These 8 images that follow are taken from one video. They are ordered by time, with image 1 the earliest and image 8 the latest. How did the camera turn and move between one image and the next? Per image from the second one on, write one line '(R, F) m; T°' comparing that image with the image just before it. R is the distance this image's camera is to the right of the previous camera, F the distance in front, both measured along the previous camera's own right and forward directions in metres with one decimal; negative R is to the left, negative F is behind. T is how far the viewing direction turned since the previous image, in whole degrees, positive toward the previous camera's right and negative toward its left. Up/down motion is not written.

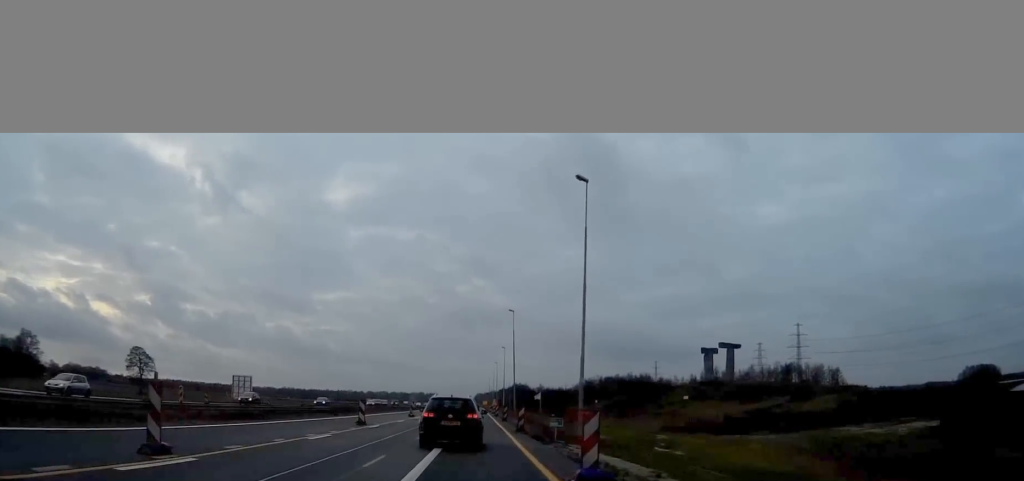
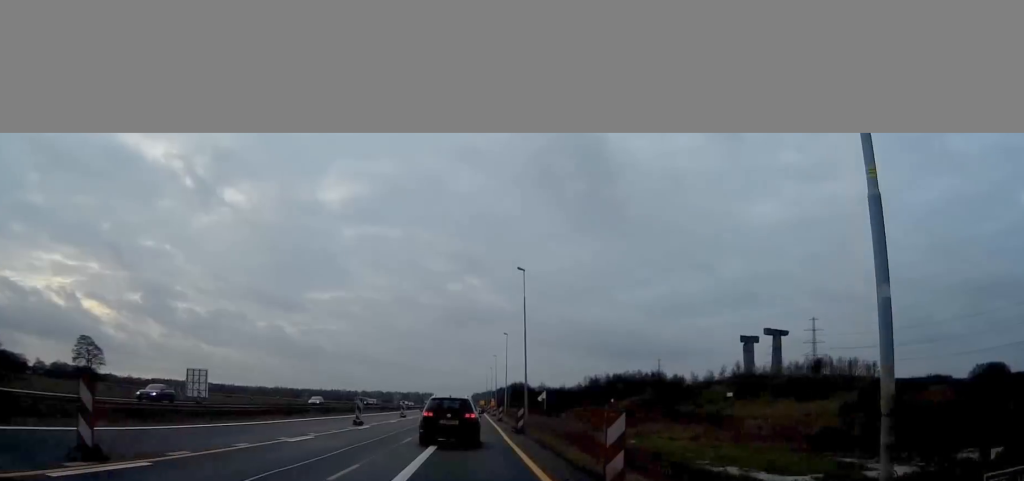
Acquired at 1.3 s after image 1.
(+0.3, +25.2) m; 0°
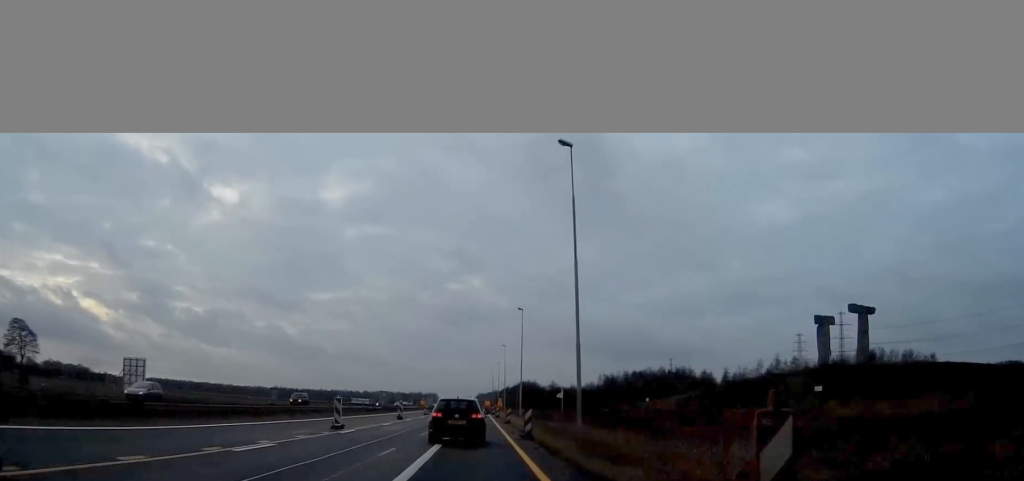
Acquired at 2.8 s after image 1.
(-0.3, +28.5) m; -1°
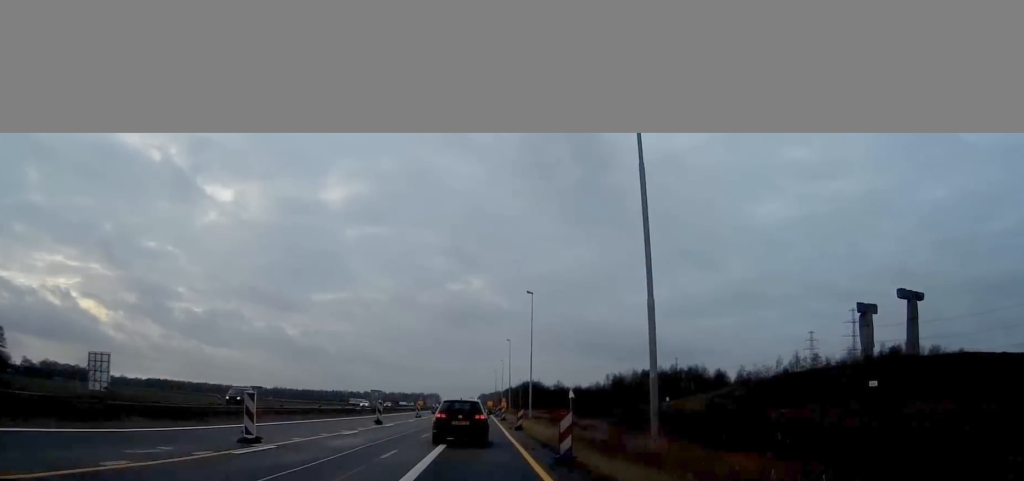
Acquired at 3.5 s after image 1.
(0.0, +12.1) m; 0°
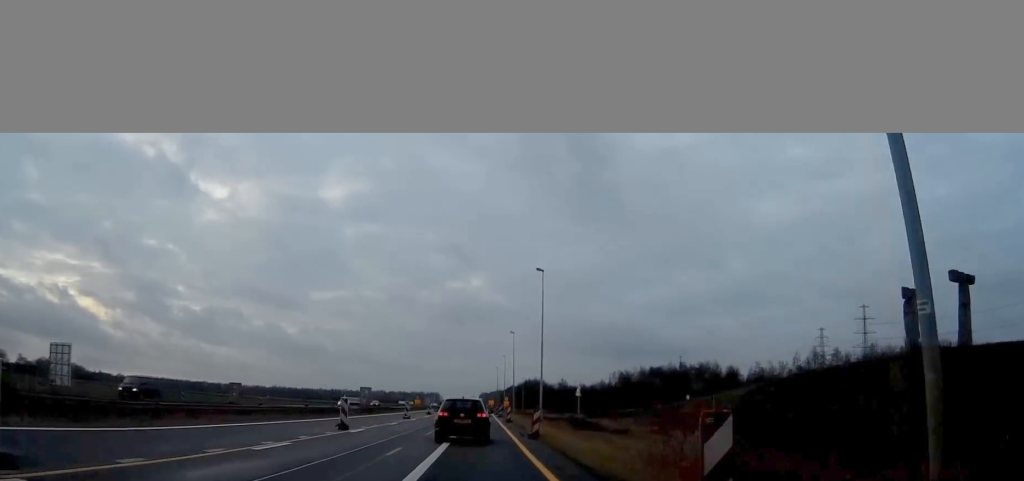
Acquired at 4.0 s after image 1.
(0.0, +10.8) m; 0°
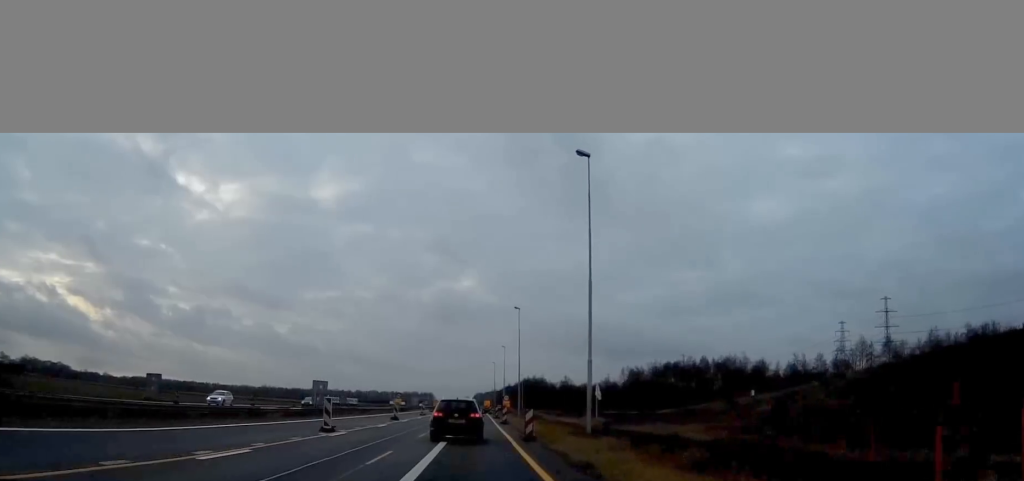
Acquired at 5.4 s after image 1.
(+0.2, +26.9) m; 0°
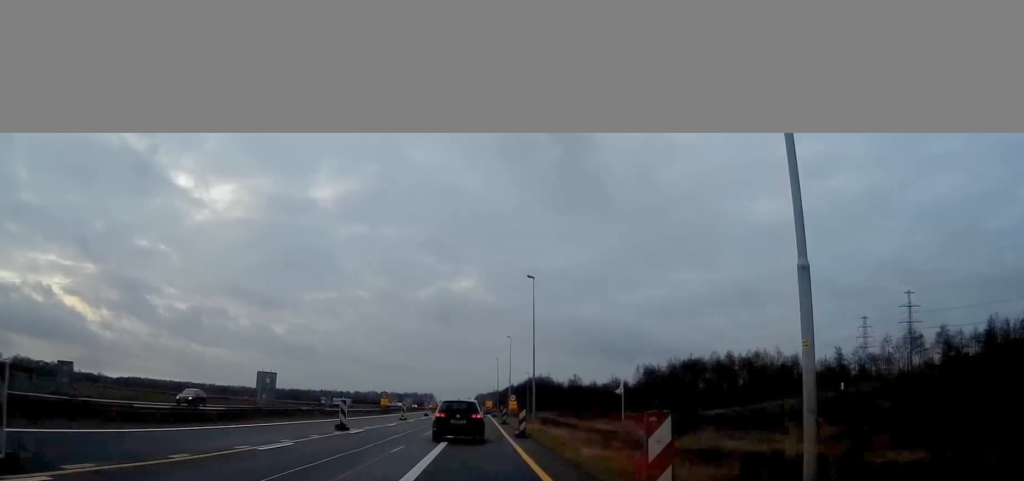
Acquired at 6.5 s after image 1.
(0.0, +20.0) m; 0°
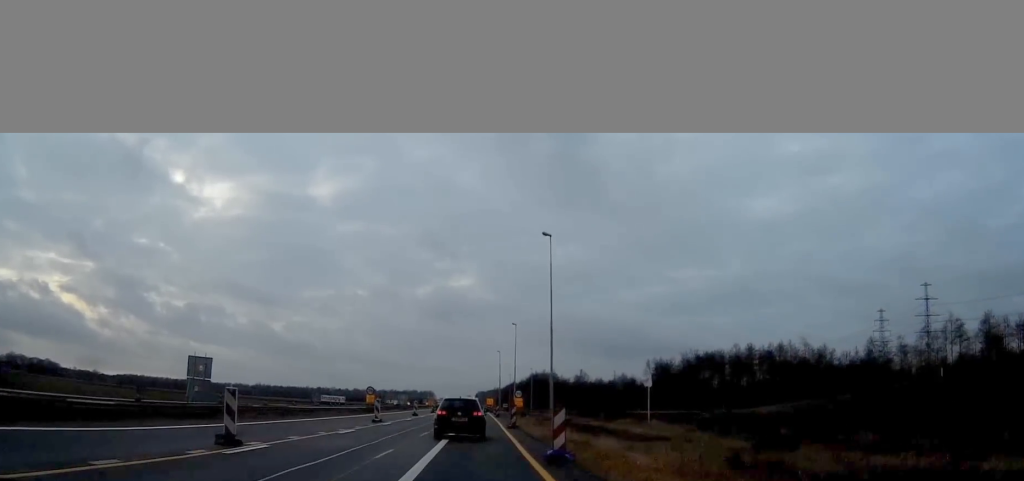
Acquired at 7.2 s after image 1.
(0.0, +14.2) m; 0°
